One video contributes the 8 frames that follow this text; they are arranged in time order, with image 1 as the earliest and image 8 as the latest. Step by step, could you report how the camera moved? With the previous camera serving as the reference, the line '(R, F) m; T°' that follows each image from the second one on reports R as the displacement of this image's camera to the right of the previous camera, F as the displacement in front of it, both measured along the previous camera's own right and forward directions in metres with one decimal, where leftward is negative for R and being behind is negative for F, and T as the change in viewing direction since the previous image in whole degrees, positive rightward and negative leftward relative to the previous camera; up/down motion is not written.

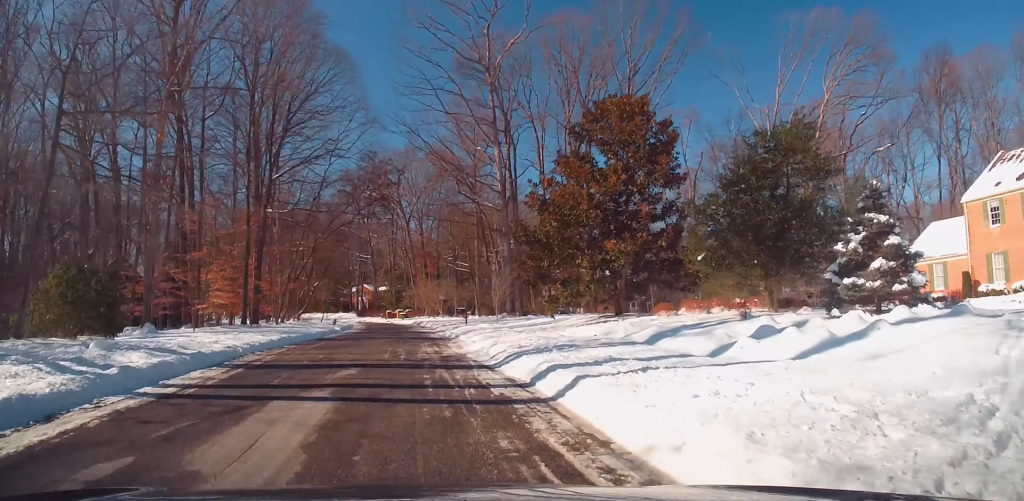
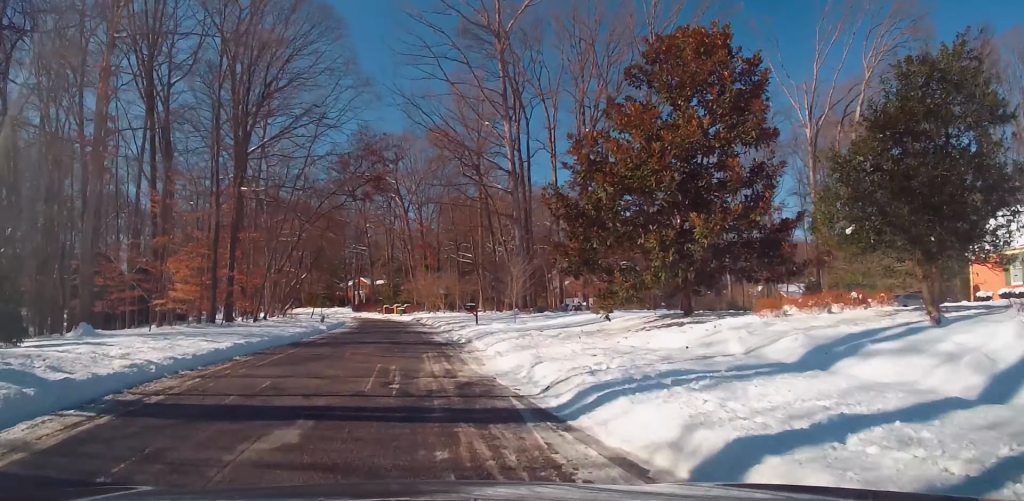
(0.0, +6.0) m; 0°
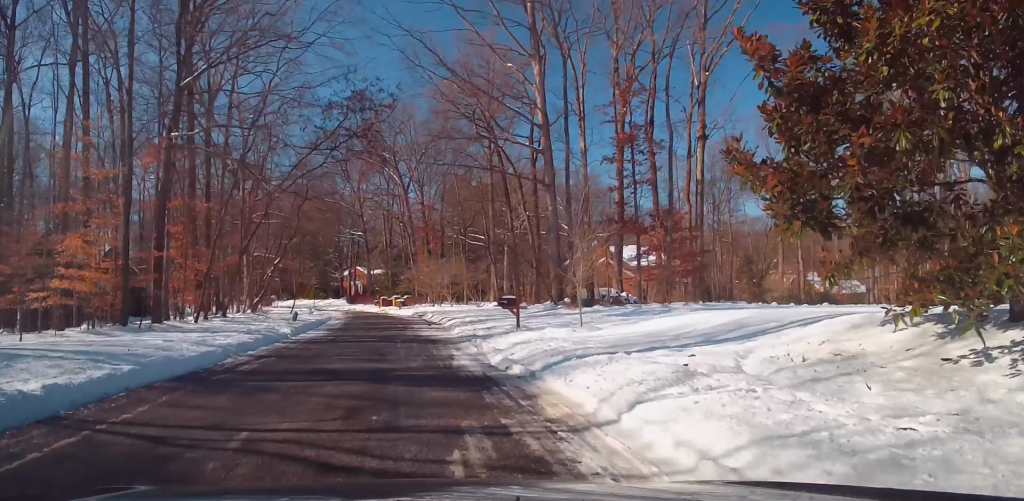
(0.0, +10.6) m; -1°
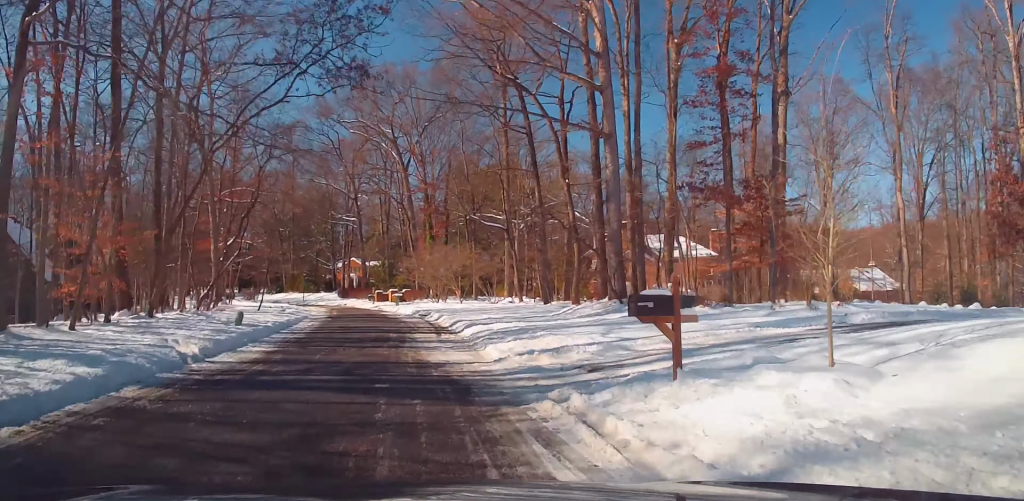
(-0.1, +11.1) m; -1°
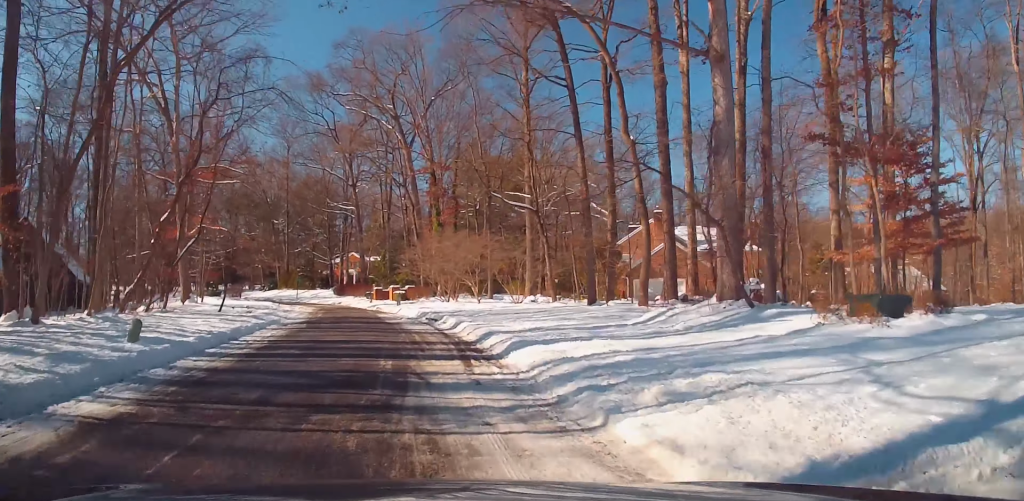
(0.0, +9.5) m; -2°
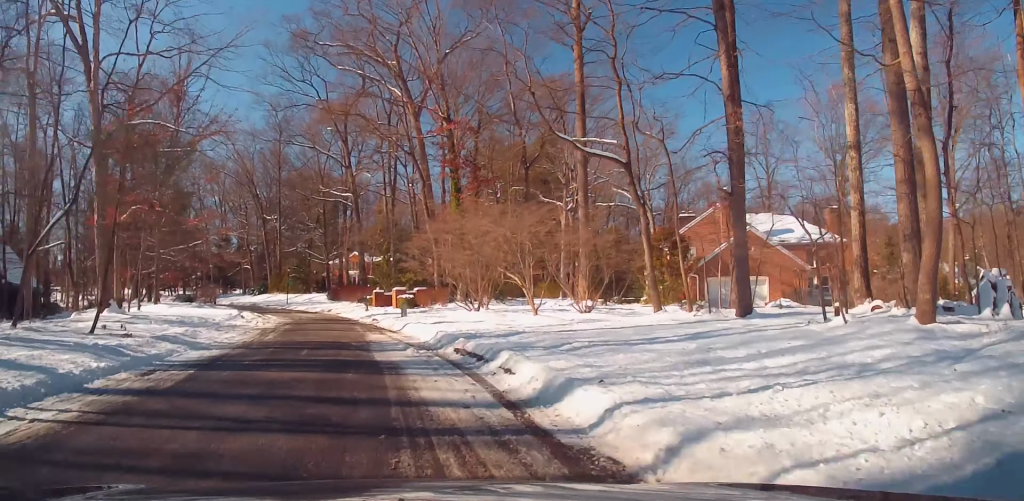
(-0.6, +14.9) m; -3°
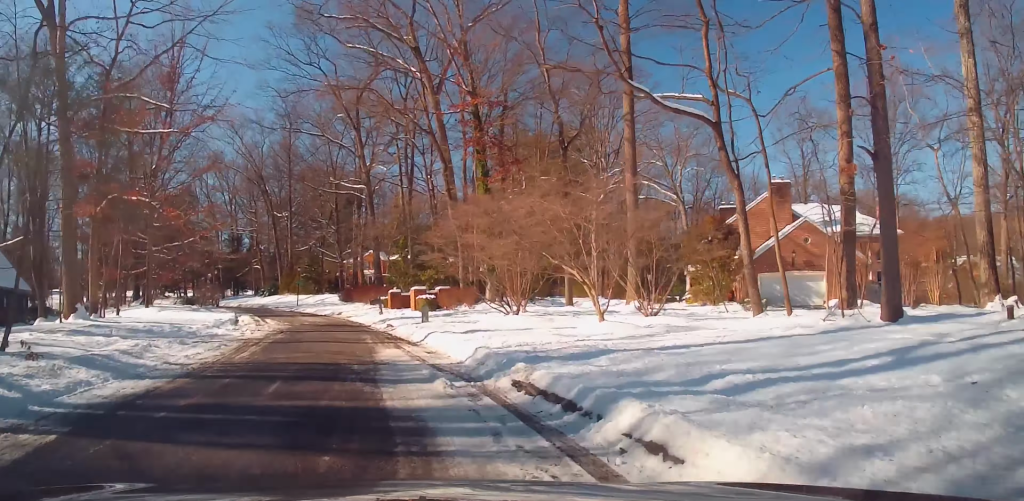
(+0.1, +5.8) m; -1°
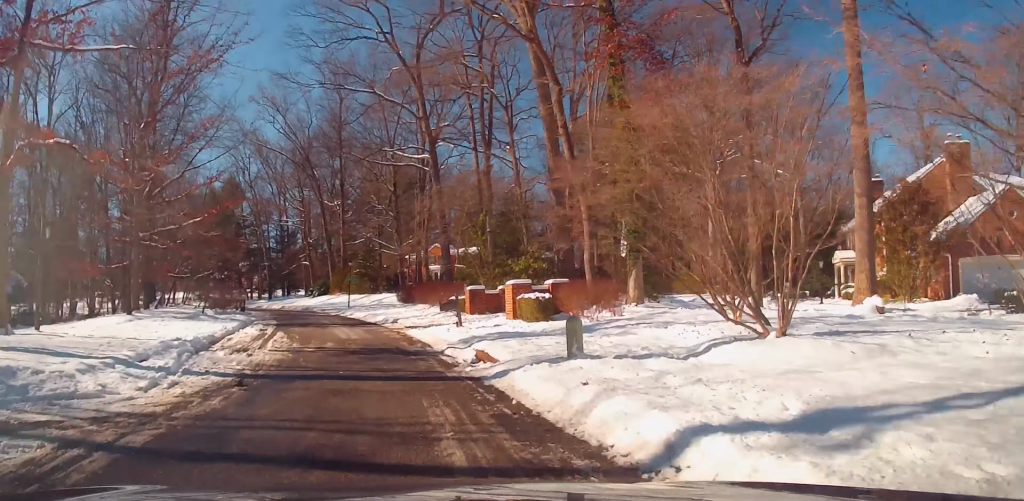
(-0.5, +14.0) m; -3°
